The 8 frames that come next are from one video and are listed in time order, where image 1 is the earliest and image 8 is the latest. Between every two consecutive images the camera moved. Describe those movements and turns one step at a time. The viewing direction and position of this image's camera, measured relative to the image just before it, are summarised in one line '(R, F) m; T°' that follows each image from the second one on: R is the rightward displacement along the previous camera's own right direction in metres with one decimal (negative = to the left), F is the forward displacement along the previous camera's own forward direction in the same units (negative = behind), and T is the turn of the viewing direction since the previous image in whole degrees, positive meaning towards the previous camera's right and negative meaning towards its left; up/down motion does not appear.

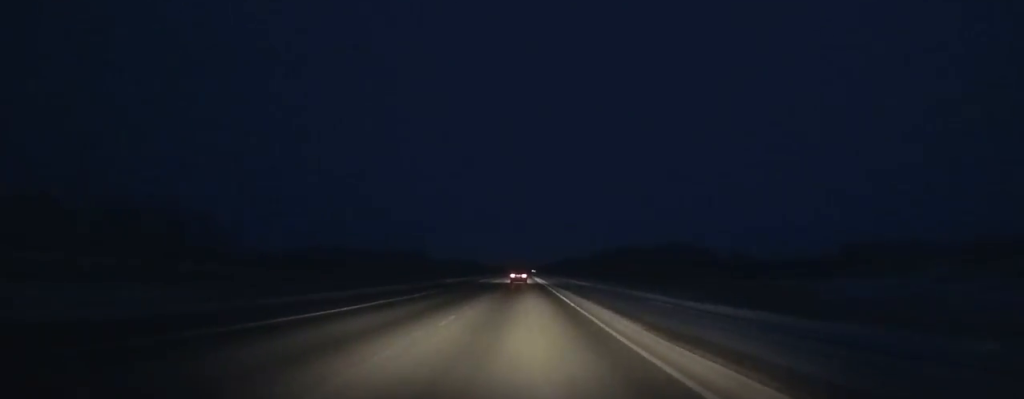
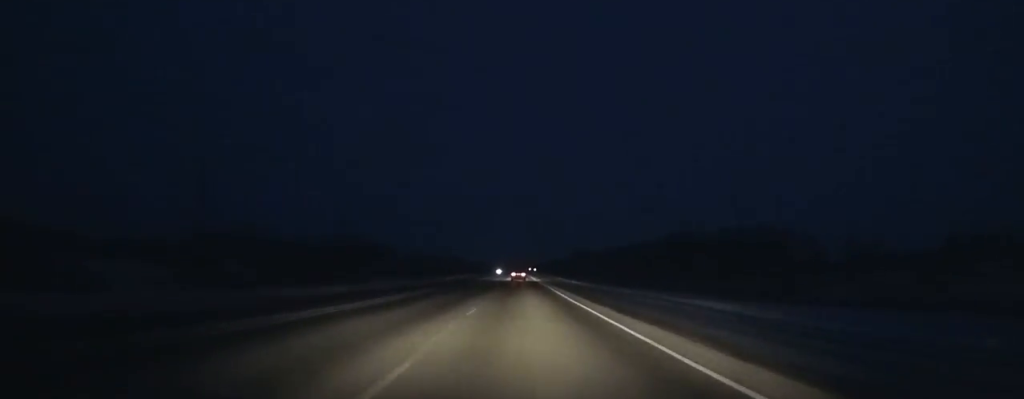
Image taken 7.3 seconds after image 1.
(+0.1, +163.4) m; 0°
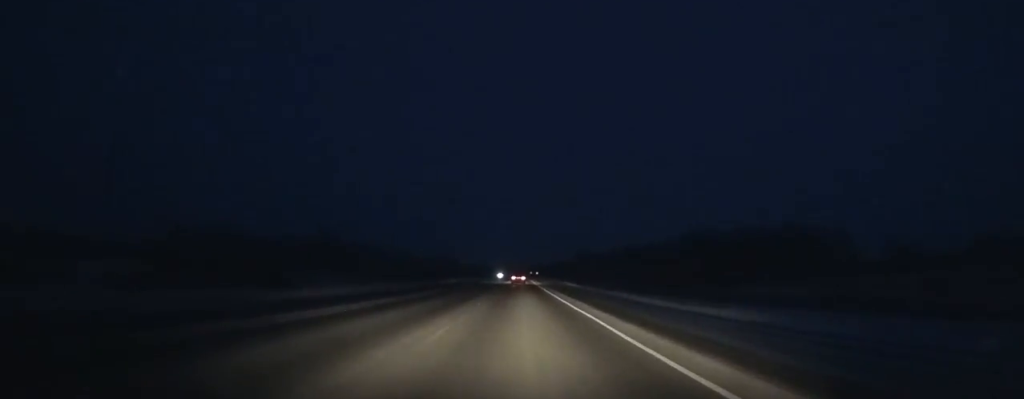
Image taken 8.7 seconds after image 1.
(-0.1, +31.7) m; 0°
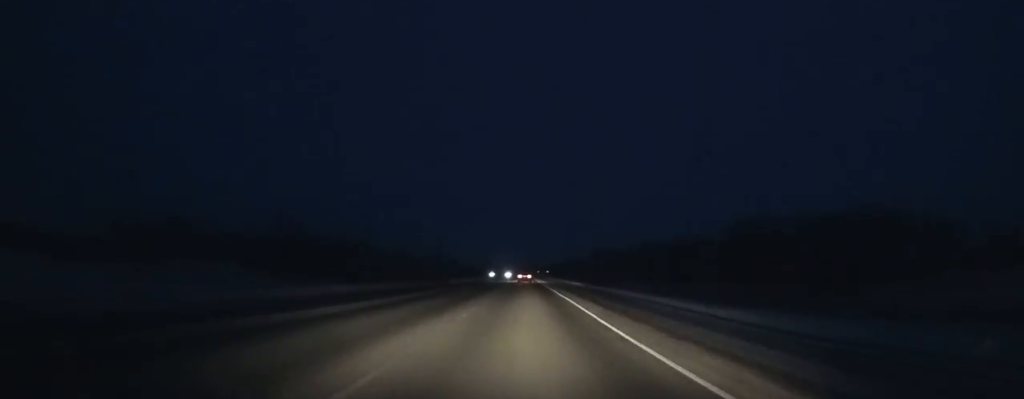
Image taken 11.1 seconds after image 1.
(-0.2, +54.6) m; 0°
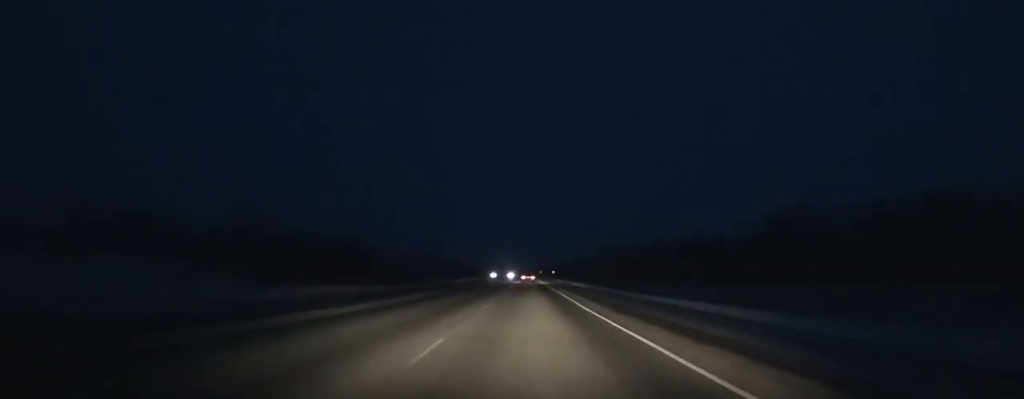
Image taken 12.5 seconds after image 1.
(0.0, +32.2) m; 0°
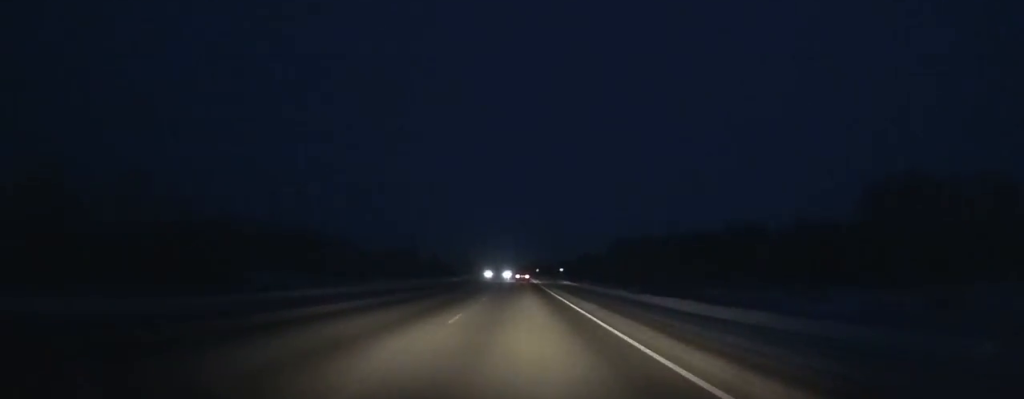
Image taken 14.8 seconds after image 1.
(+0.1, +53.1) m; 0°
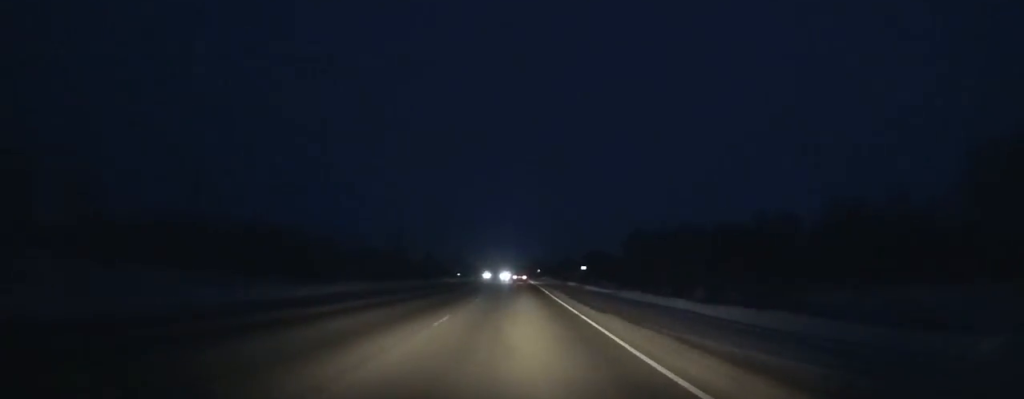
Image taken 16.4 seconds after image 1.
(+0.1, +37.1) m; 0°
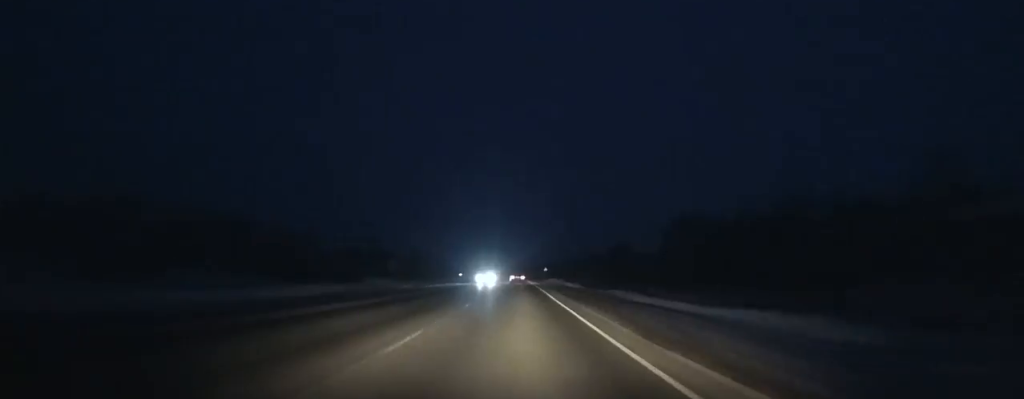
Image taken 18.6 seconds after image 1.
(0.0, +50.8) m; 0°
